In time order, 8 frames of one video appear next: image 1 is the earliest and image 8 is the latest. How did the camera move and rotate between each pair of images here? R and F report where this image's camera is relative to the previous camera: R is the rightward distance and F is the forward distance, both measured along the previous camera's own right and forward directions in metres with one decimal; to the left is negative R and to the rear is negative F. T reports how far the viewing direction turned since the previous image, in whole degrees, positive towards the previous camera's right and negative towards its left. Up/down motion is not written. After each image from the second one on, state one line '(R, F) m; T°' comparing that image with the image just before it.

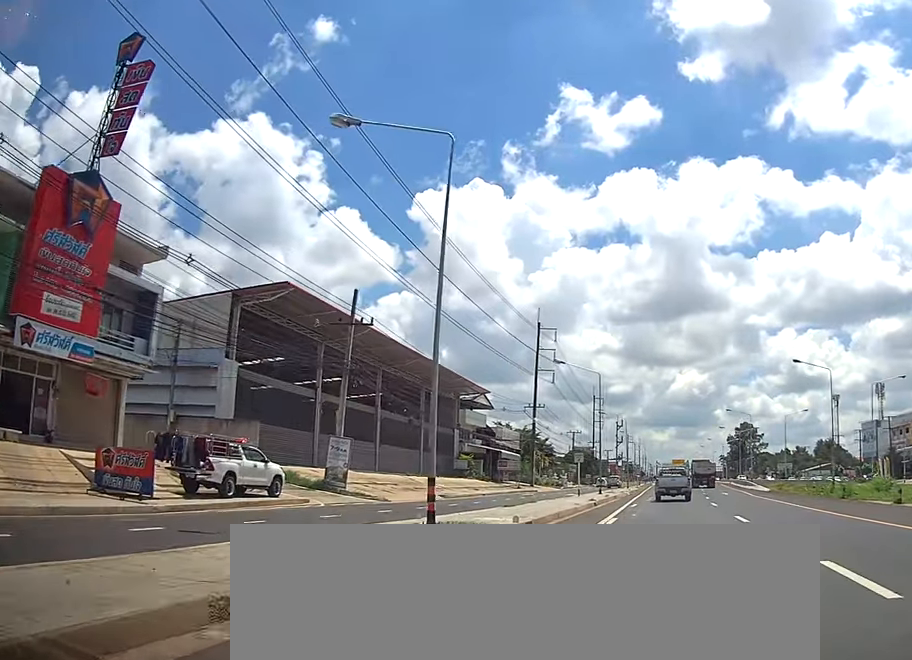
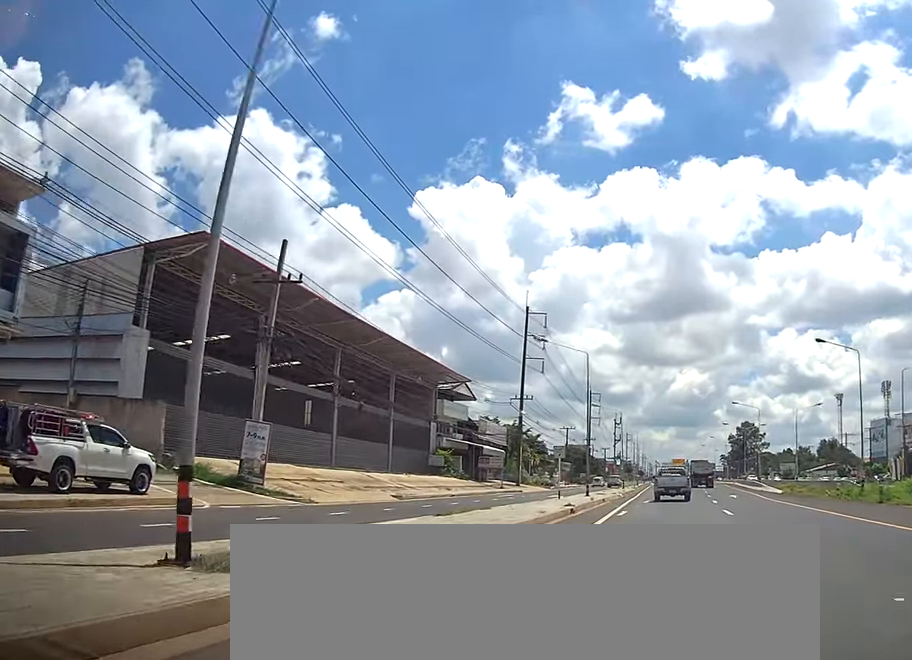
(+0.5, +7.6) m; 0°
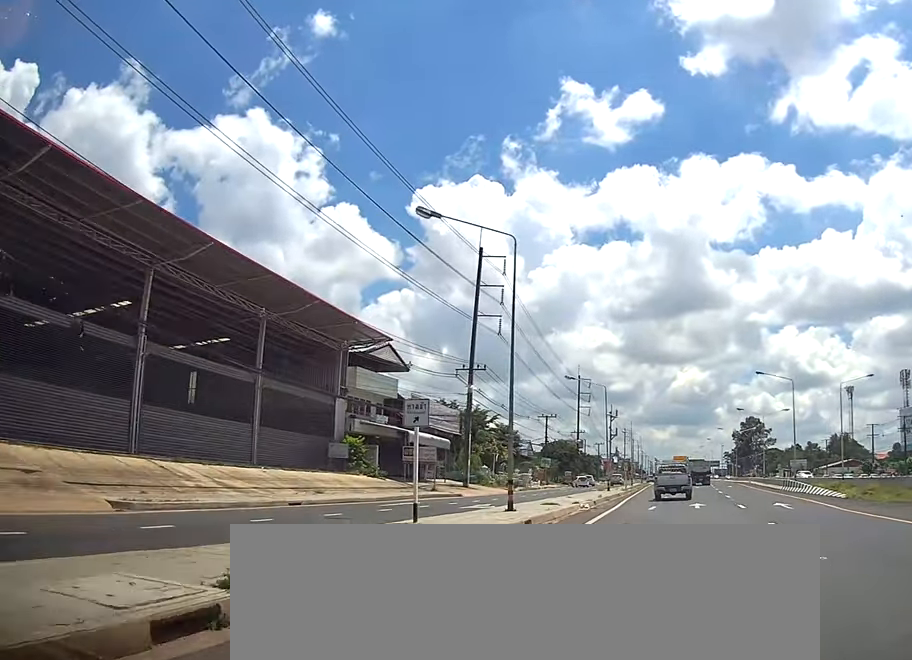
(-0.6, +20.4) m; 0°
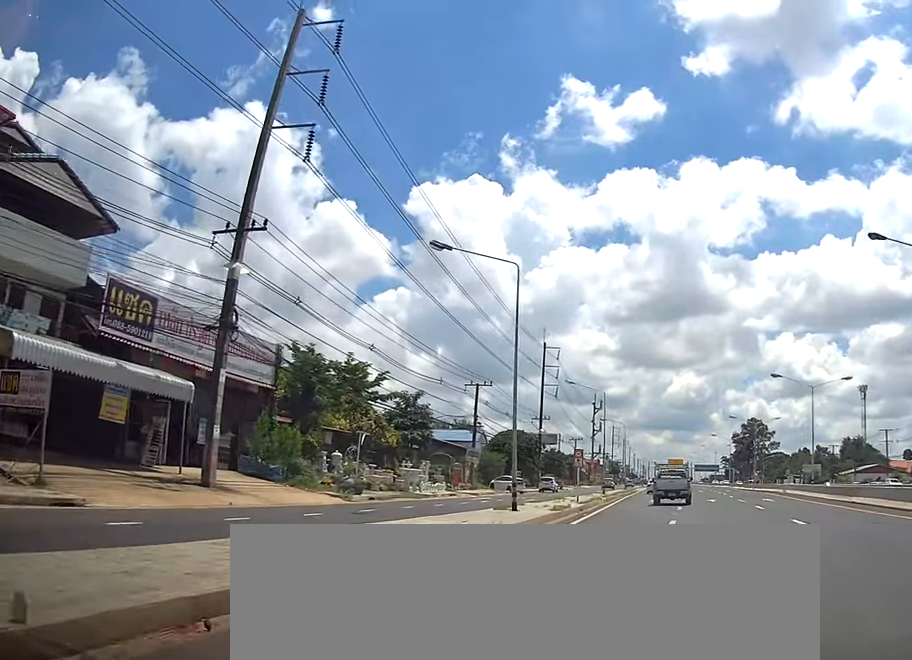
(+0.3, +33.4) m; +1°
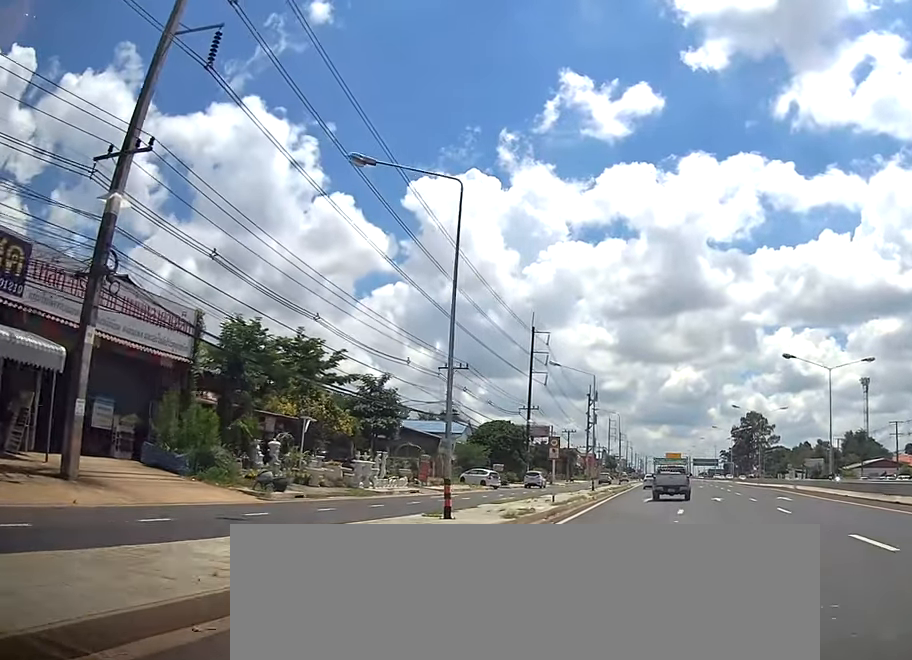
(+0.4, +7.0) m; 0°
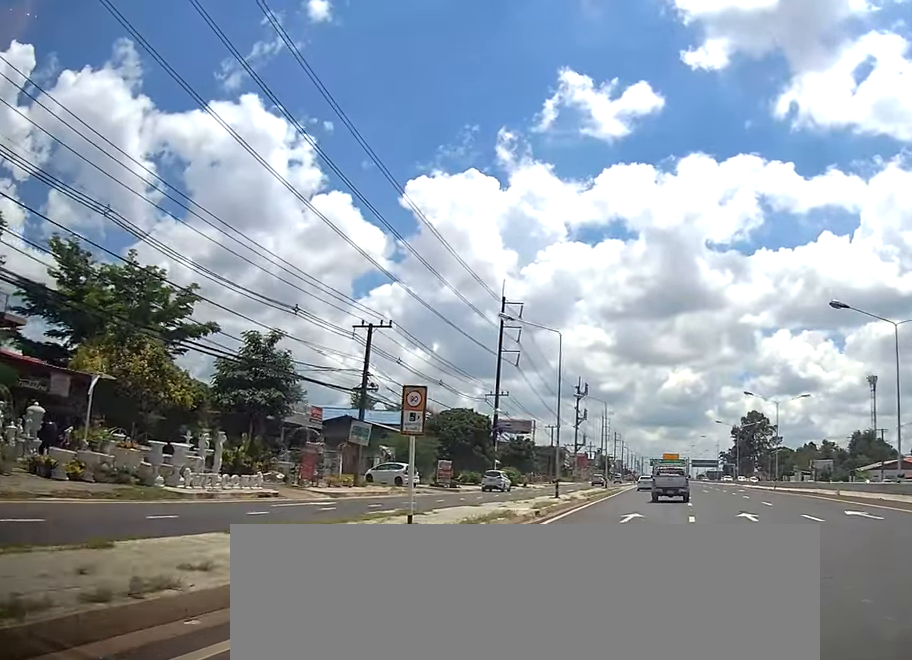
(-0.9, +15.7) m; -3°
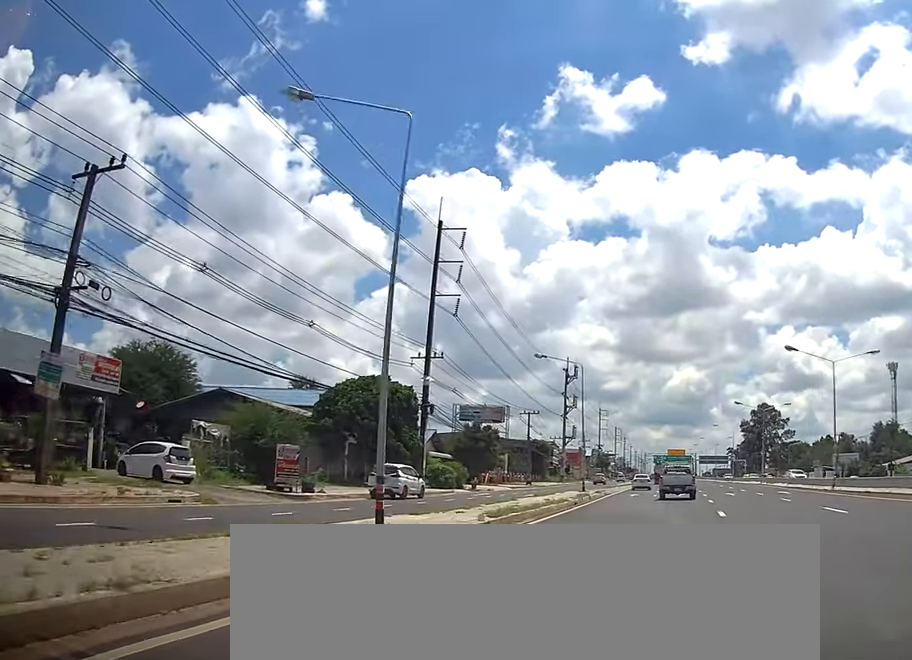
(+0.8, +22.8) m; +3°
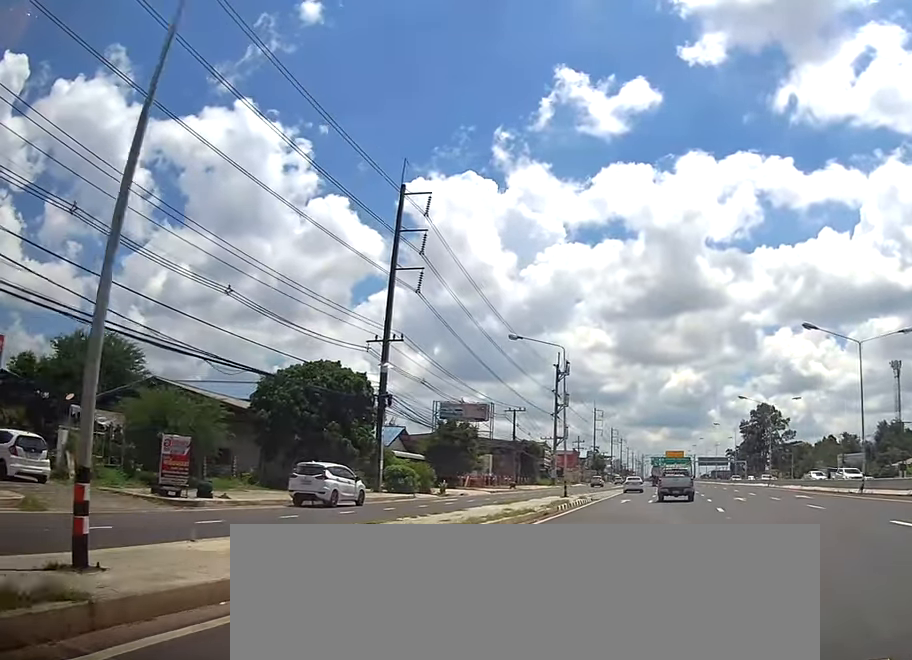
(+0.2, +7.5) m; 0°
